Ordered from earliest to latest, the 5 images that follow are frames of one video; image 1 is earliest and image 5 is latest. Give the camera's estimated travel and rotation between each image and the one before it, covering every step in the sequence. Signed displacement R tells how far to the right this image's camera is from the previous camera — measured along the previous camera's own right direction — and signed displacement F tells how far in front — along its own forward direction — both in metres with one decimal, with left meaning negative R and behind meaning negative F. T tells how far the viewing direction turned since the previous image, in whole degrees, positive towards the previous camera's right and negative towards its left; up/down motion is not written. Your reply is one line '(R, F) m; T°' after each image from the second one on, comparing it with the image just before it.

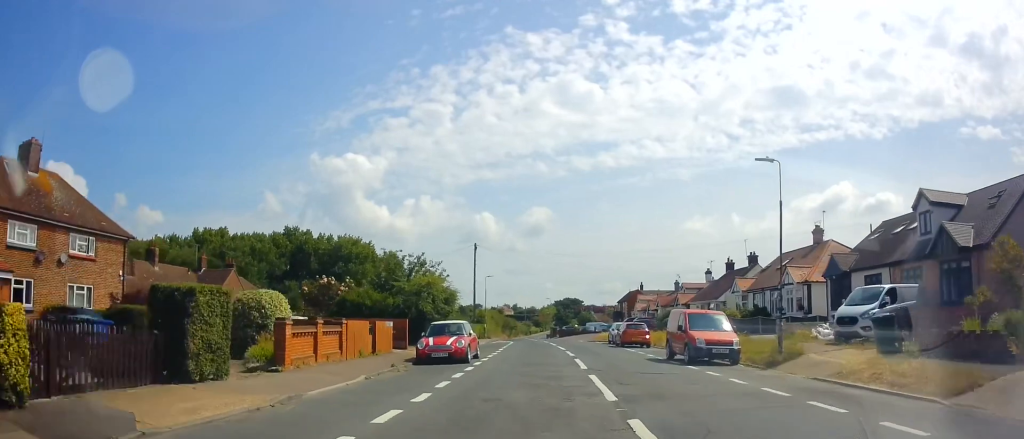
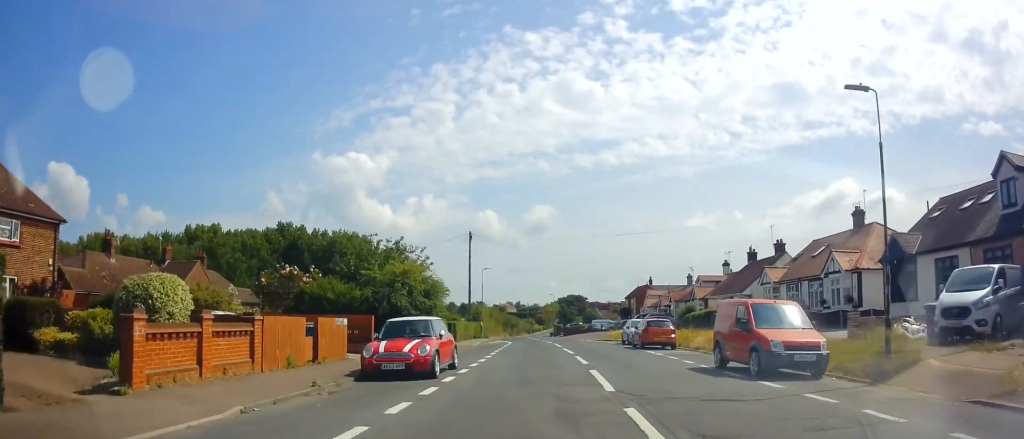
(-0.1, +5.7) m; 0°
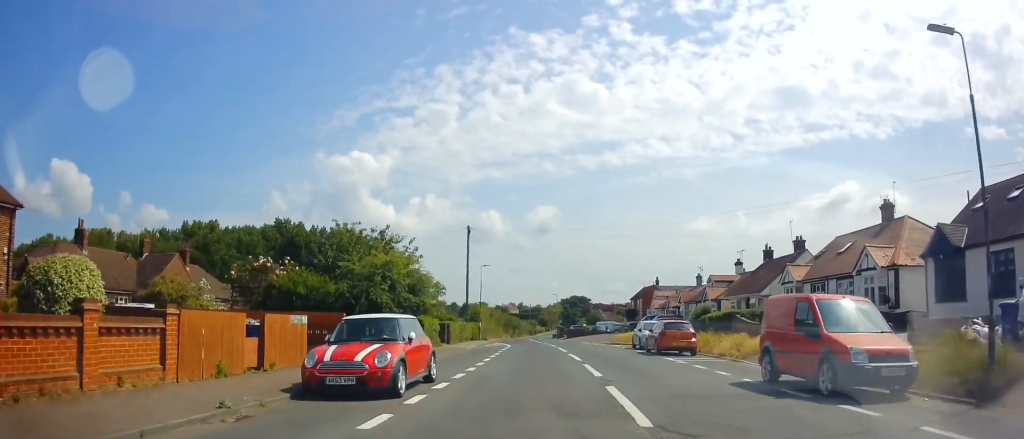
(-0.1, +3.5) m; 0°
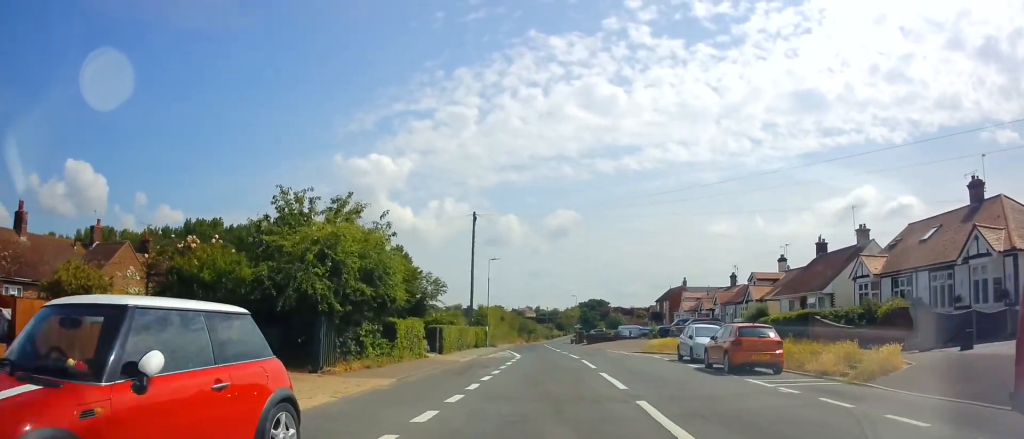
(+0.1, +7.2) m; -1°
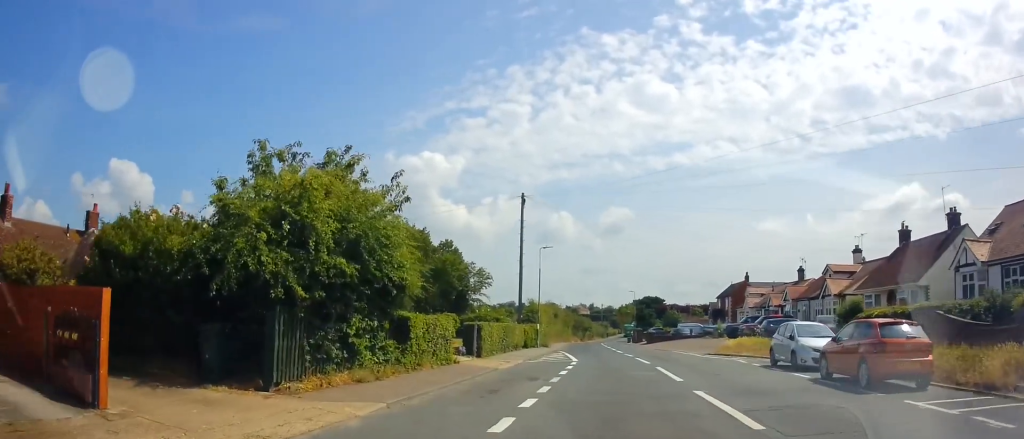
(-0.2, +4.9) m; -5°
